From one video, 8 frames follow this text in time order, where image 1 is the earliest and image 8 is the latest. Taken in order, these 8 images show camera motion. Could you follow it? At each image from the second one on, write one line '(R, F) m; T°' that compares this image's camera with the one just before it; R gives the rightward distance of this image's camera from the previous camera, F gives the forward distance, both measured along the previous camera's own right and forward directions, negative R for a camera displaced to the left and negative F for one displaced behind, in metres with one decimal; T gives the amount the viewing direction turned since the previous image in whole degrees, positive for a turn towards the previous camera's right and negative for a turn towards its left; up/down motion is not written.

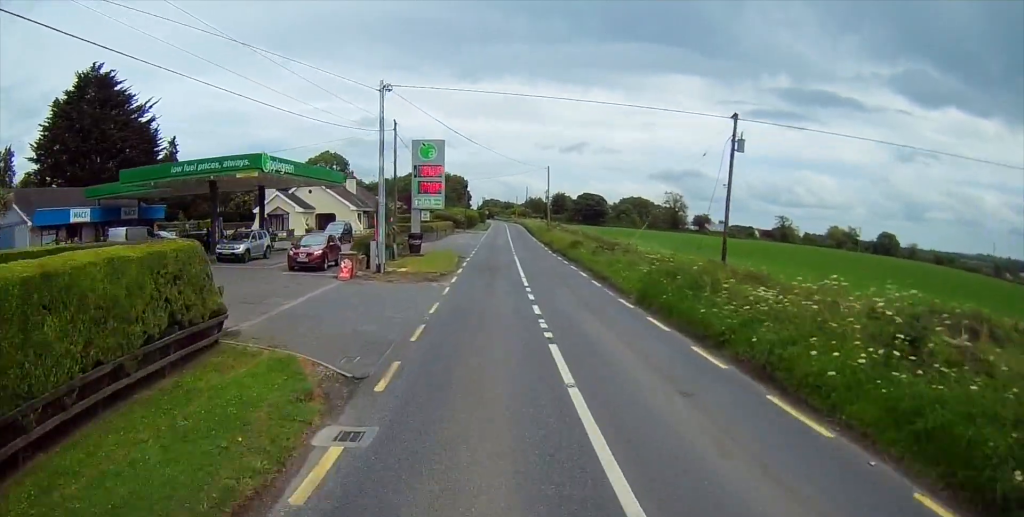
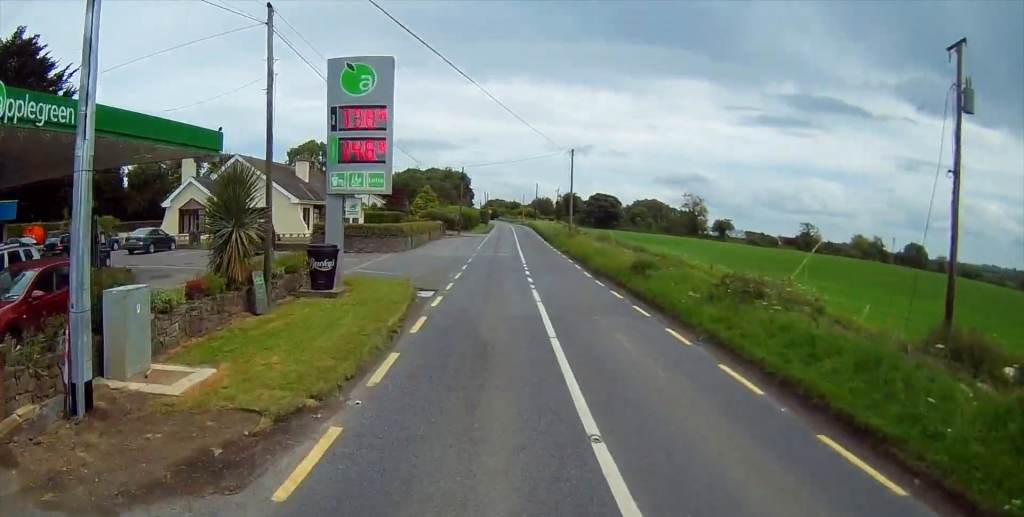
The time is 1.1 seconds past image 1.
(0.0, +21.0) m; 0°
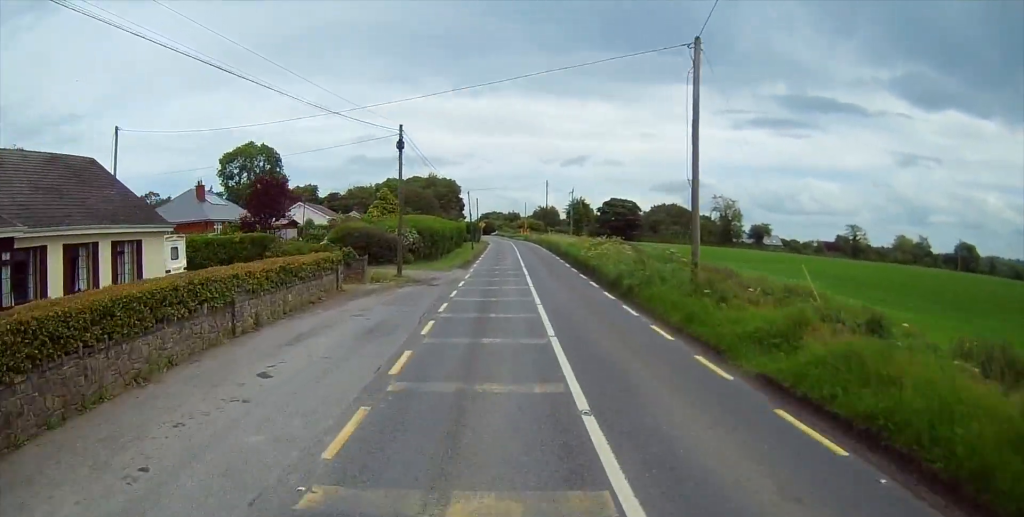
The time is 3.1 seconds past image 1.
(-0.1, +40.1) m; +1°
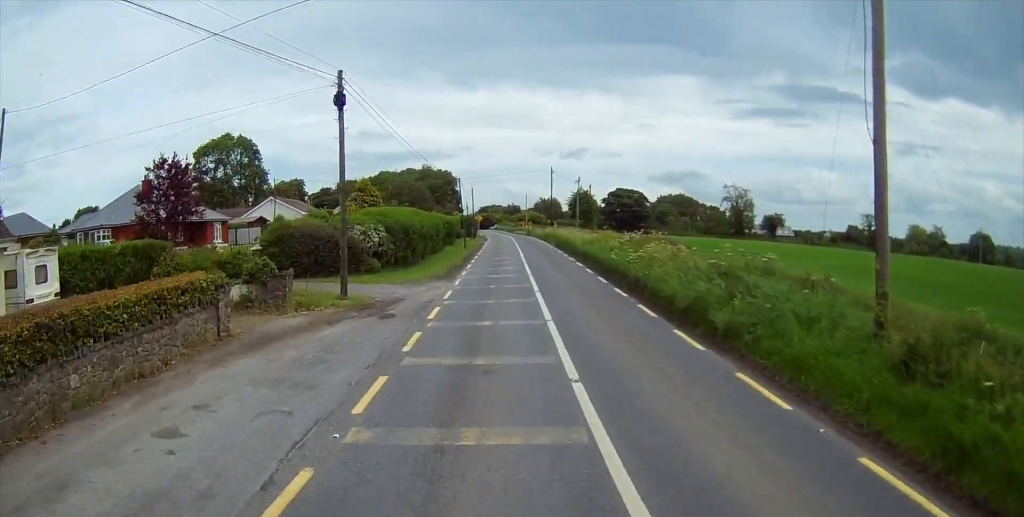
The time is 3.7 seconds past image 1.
(+0.3, +10.8) m; 0°
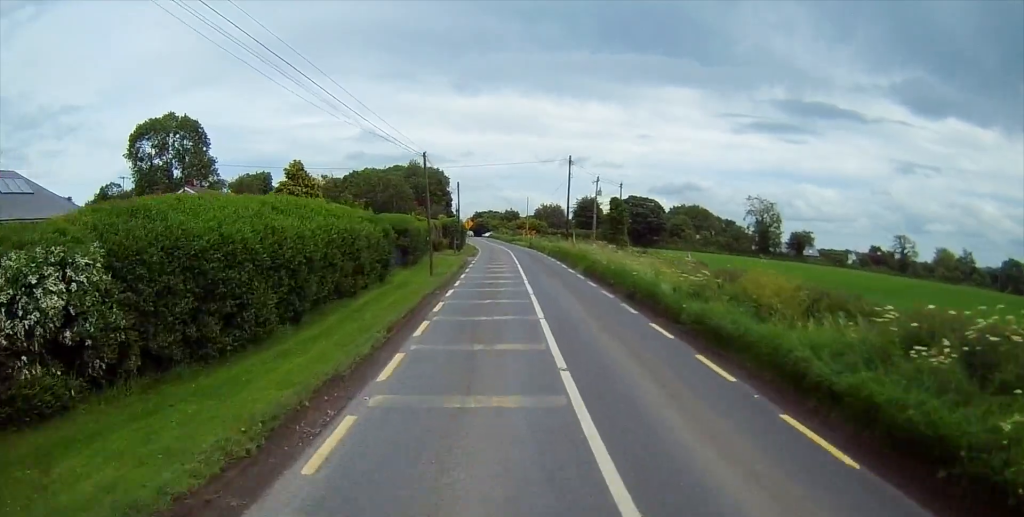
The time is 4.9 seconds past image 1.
(-0.3, +22.9) m; -2°
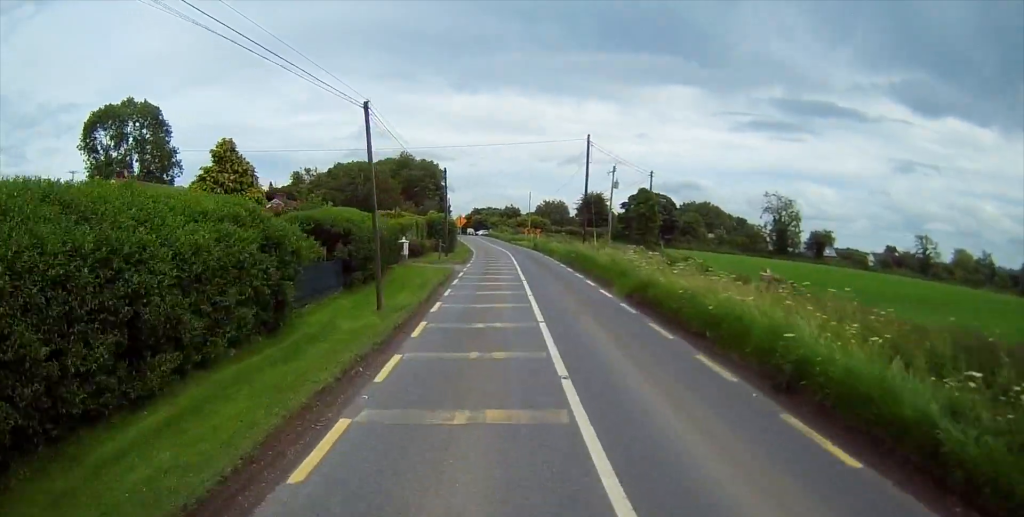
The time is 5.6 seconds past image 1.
(-0.1, +12.5) m; +1°
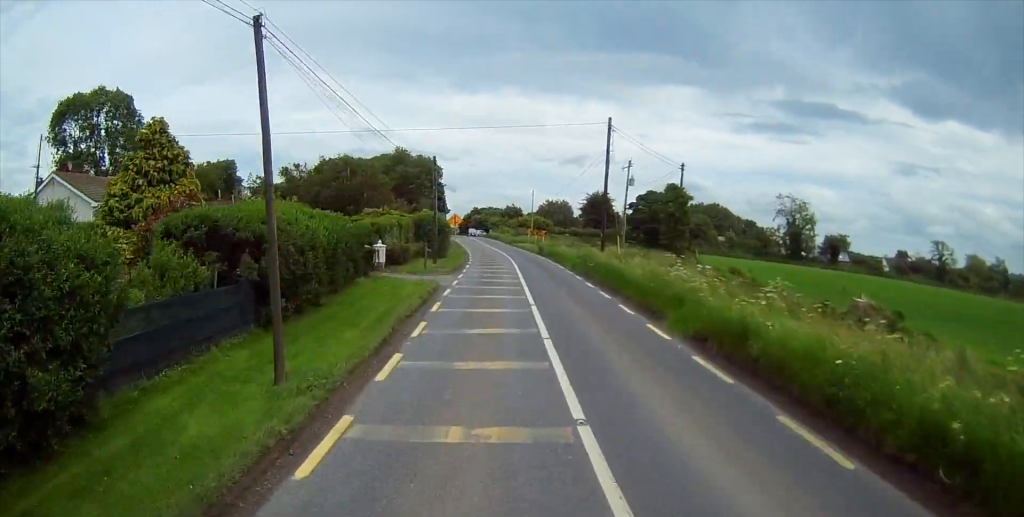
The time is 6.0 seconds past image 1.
(-0.1, +8.1) m; 0°
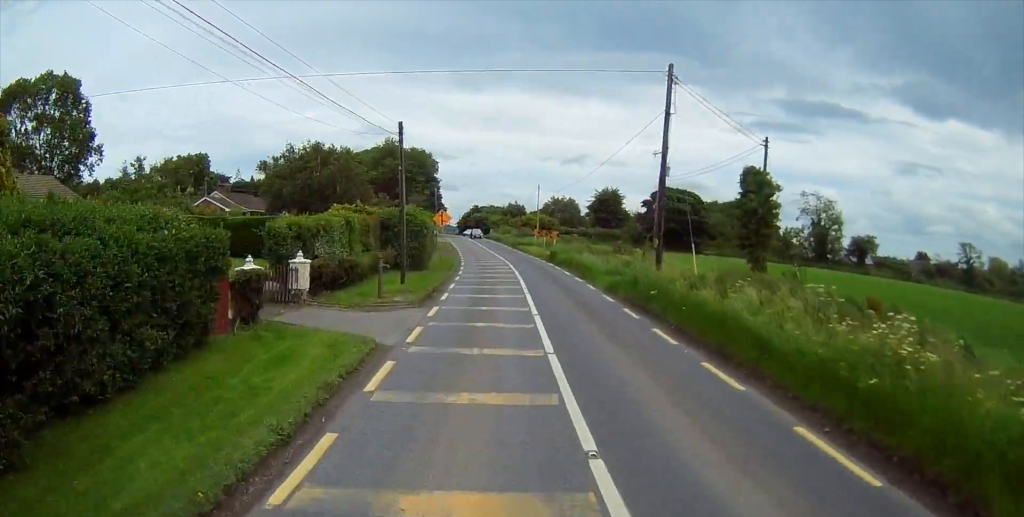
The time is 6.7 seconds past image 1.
(+0.4, +13.0) m; 0°
